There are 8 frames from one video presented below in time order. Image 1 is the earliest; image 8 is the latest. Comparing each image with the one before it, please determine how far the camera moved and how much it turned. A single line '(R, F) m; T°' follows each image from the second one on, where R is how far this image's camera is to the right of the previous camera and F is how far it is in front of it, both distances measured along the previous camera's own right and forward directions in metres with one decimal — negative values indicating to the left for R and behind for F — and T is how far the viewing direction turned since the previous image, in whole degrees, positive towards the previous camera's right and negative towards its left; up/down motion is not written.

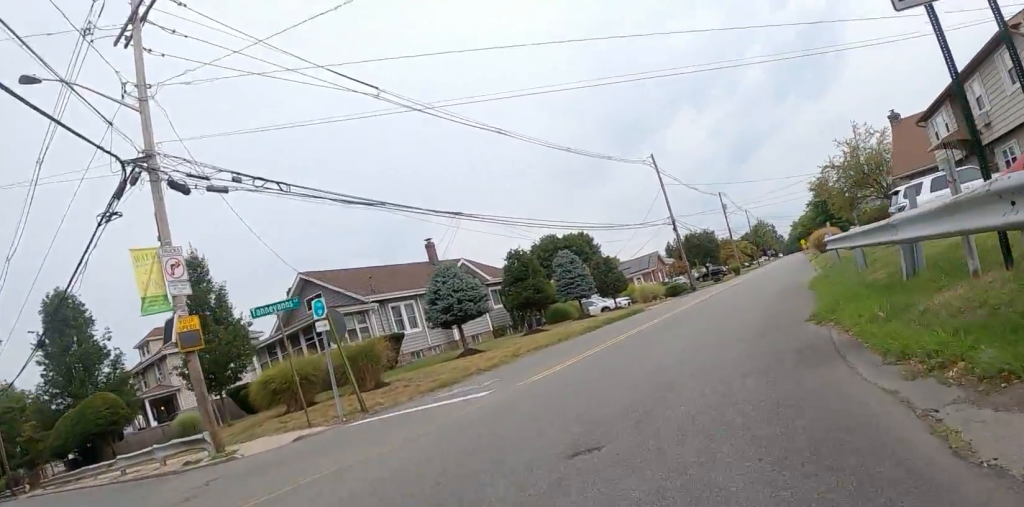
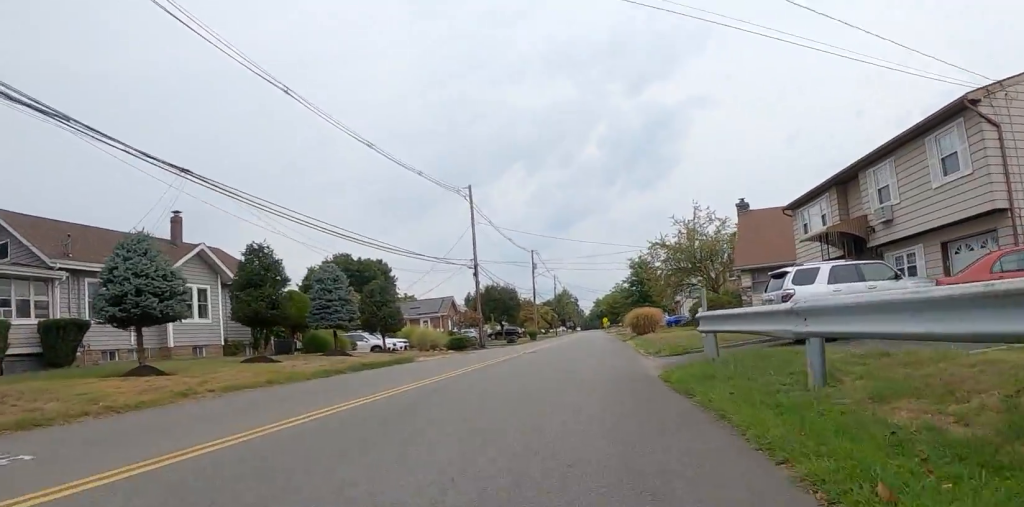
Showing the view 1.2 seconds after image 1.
(+0.7, +5.8) m; +24°
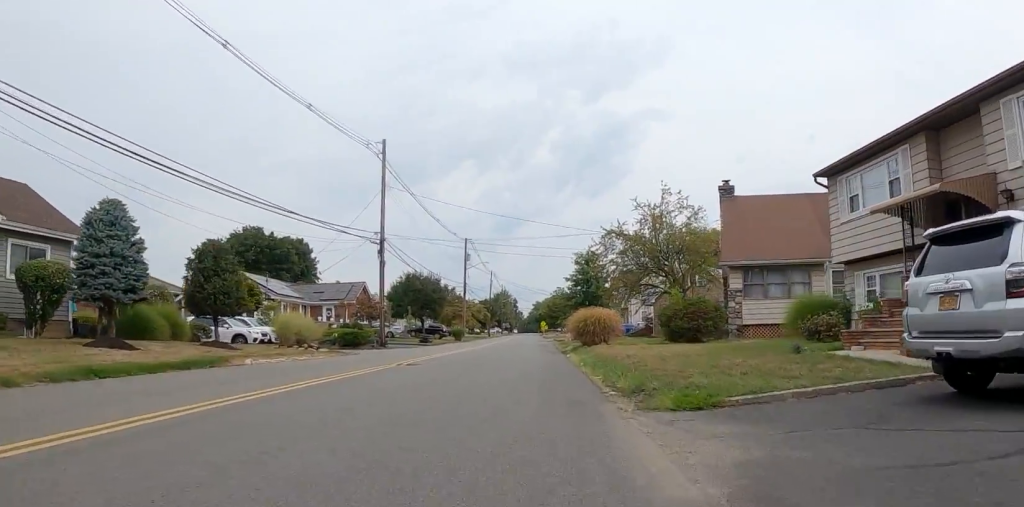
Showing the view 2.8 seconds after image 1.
(+2.1, +9.4) m; +10°
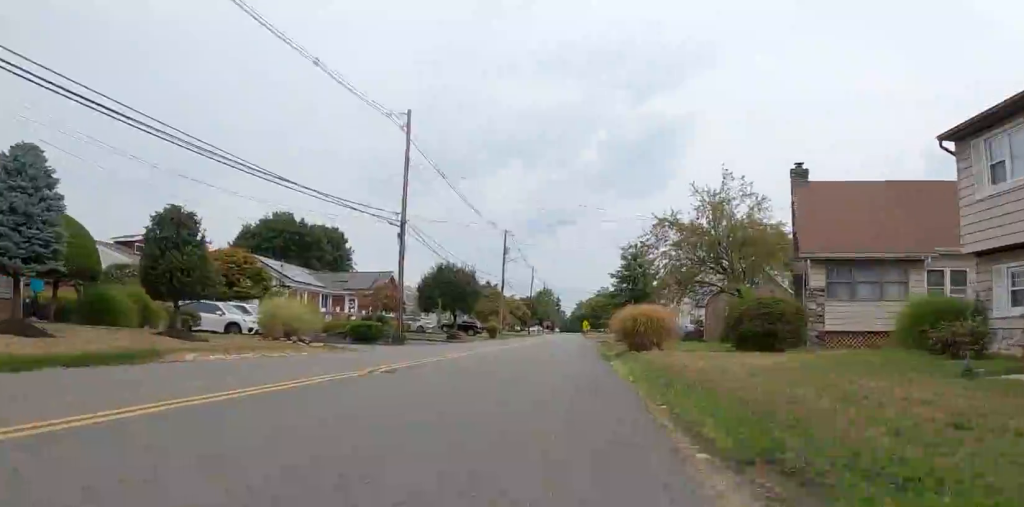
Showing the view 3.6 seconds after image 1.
(0.0, +4.7) m; 0°
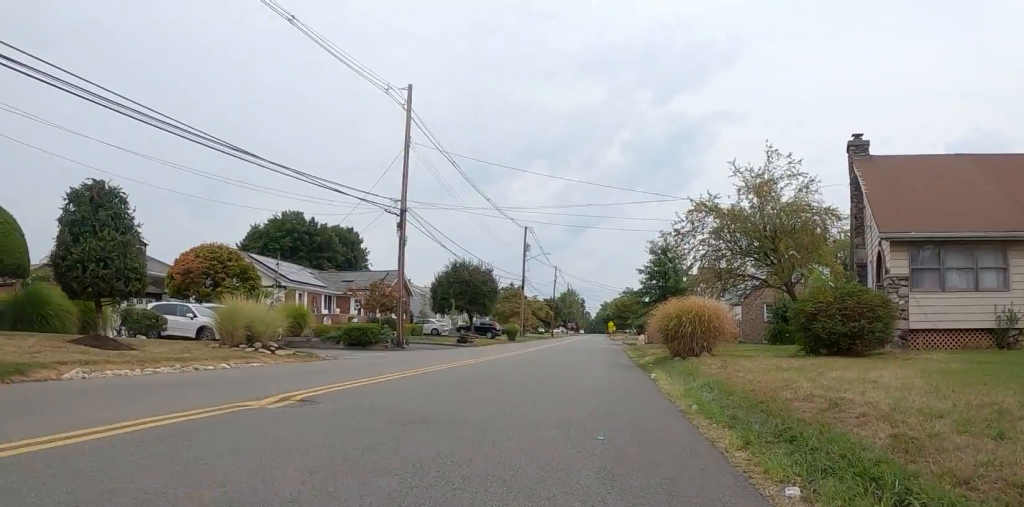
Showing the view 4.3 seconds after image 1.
(0.0, +4.2) m; -5°
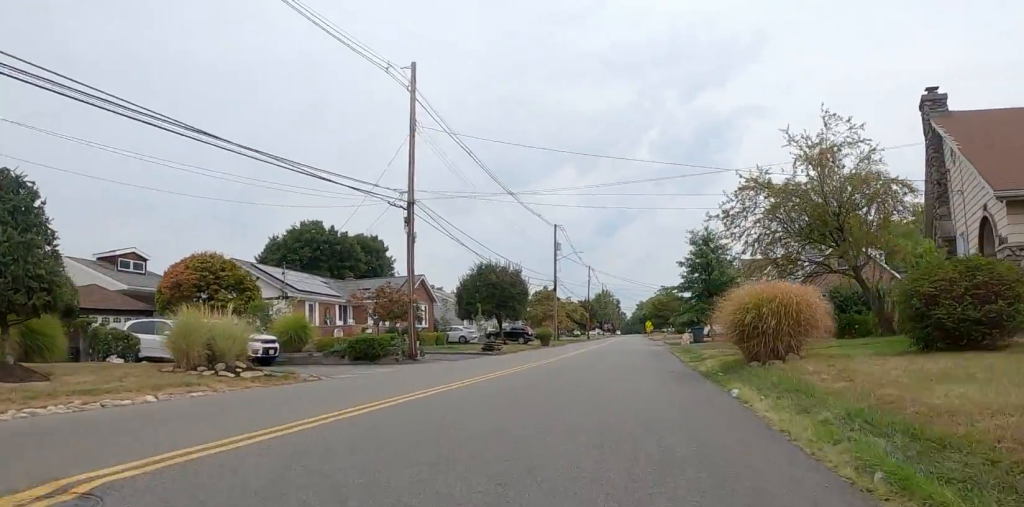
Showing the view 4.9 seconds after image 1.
(+0.2, +3.8) m; -6°
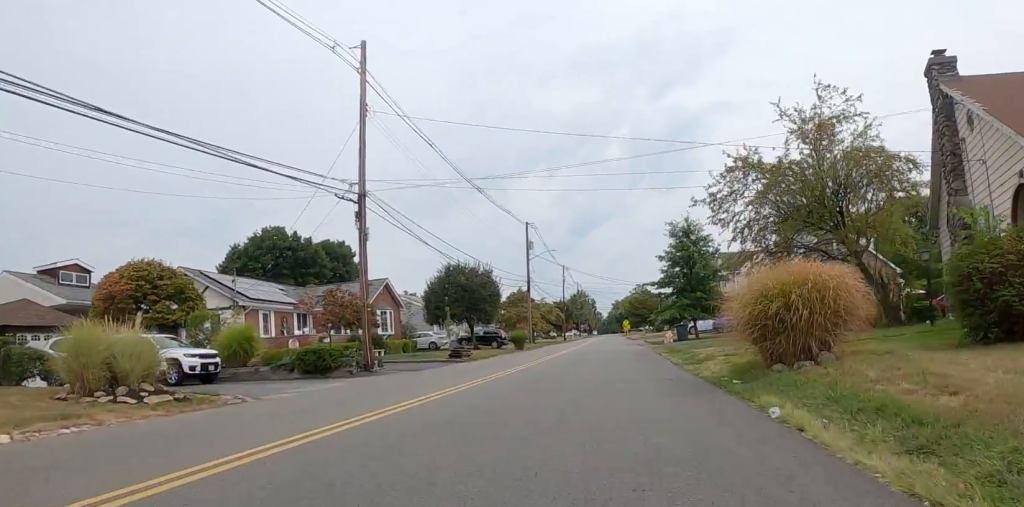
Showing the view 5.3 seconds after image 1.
(-0.5, +2.5) m; 0°
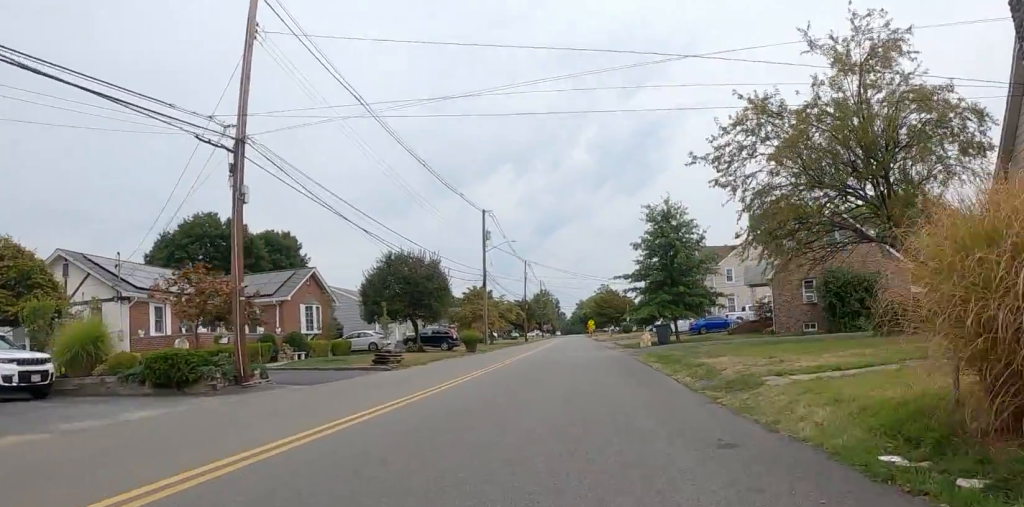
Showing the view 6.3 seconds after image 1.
(-0.1, +6.1) m; +7°
